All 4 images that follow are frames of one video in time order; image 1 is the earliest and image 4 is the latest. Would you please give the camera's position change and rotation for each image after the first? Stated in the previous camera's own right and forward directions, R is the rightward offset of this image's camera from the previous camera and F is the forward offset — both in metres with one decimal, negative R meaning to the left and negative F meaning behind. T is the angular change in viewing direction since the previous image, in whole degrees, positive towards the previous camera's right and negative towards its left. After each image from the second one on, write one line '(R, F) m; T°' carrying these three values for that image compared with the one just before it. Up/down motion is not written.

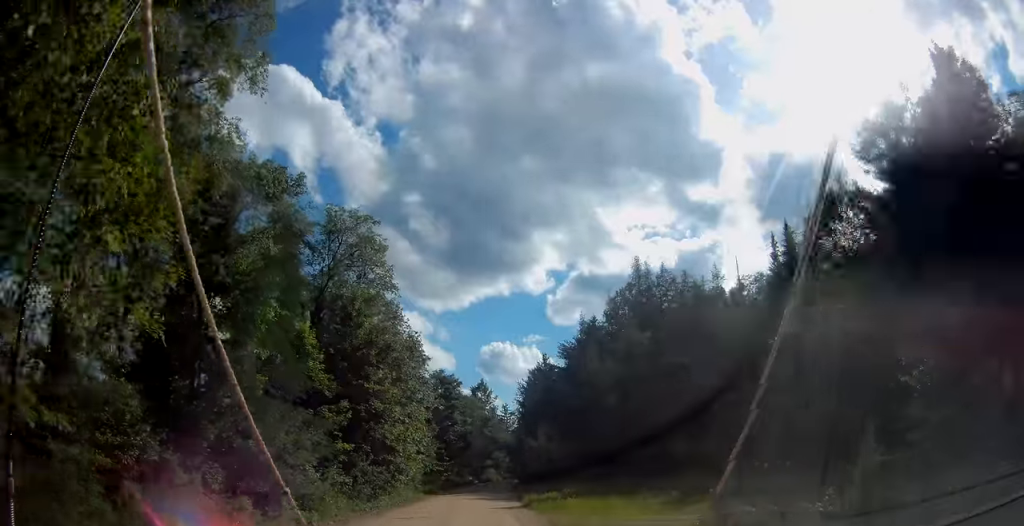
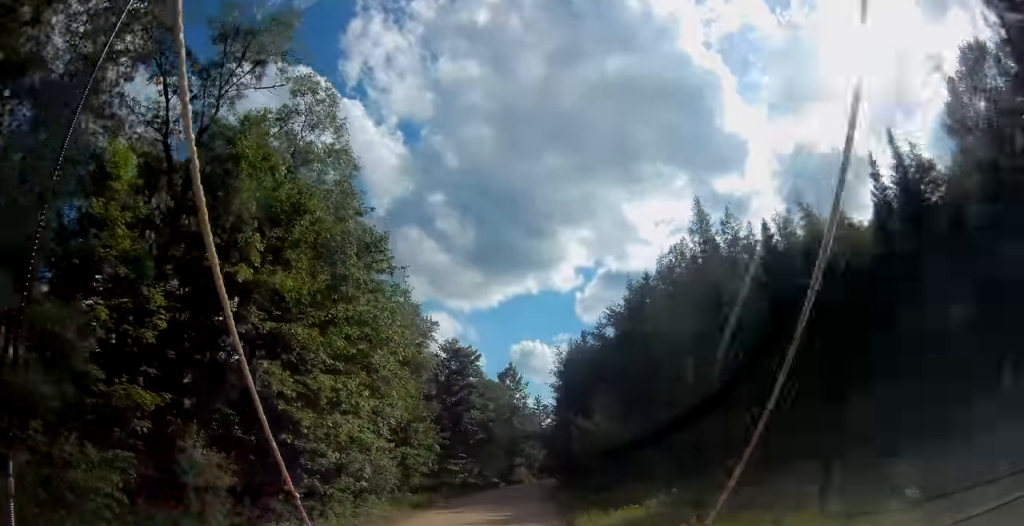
(+0.3, +18.5) m; 0°
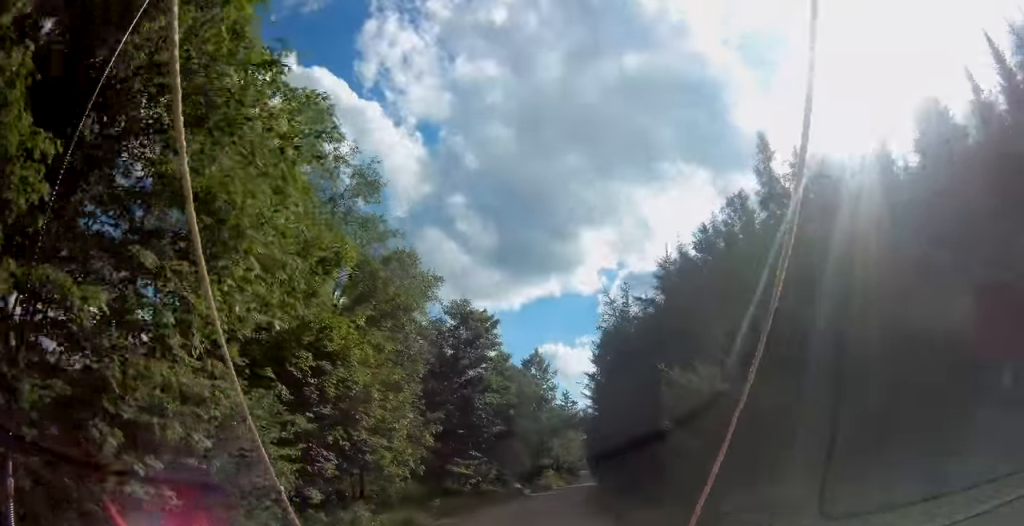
(-0.2, +14.2) m; -3°
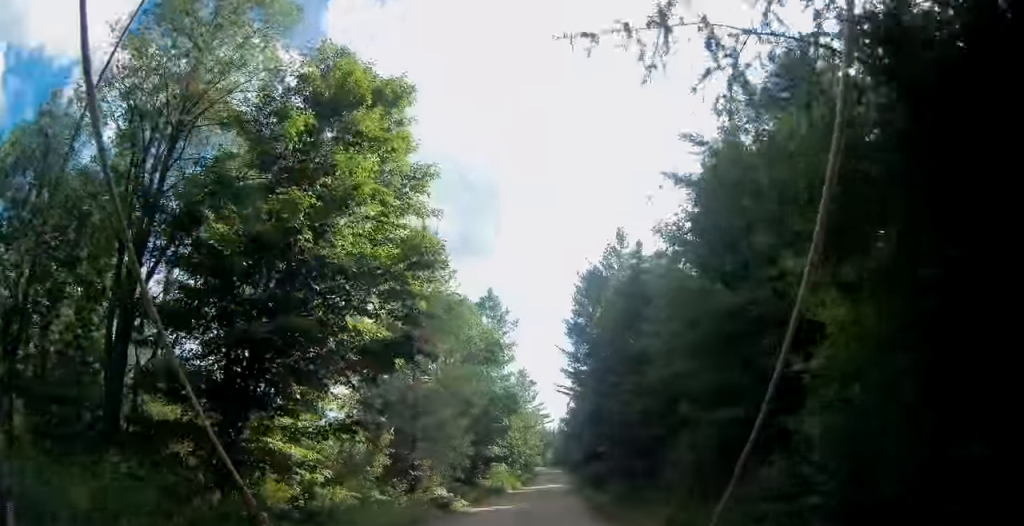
(+0.8, +27.4) m; +6°
